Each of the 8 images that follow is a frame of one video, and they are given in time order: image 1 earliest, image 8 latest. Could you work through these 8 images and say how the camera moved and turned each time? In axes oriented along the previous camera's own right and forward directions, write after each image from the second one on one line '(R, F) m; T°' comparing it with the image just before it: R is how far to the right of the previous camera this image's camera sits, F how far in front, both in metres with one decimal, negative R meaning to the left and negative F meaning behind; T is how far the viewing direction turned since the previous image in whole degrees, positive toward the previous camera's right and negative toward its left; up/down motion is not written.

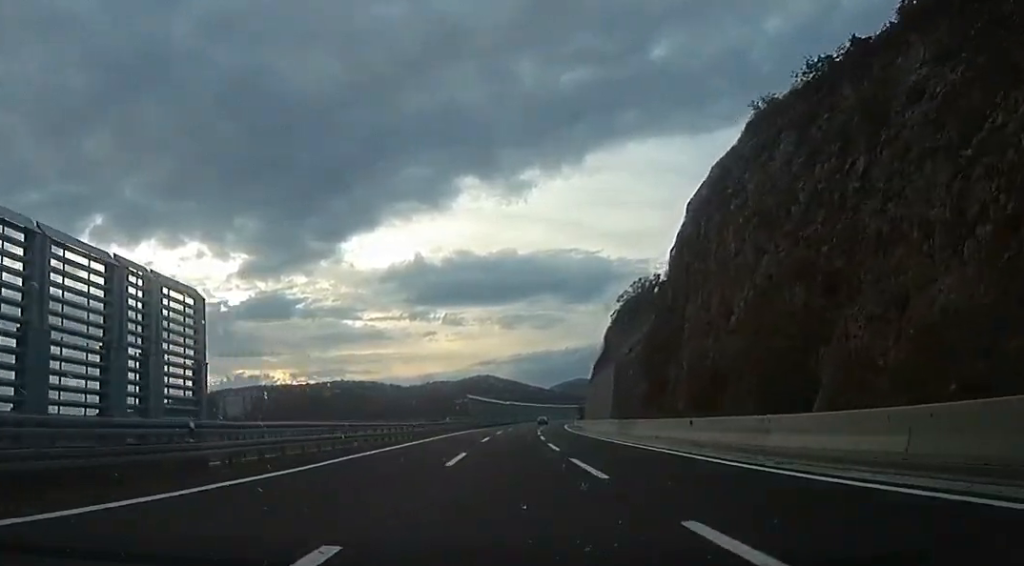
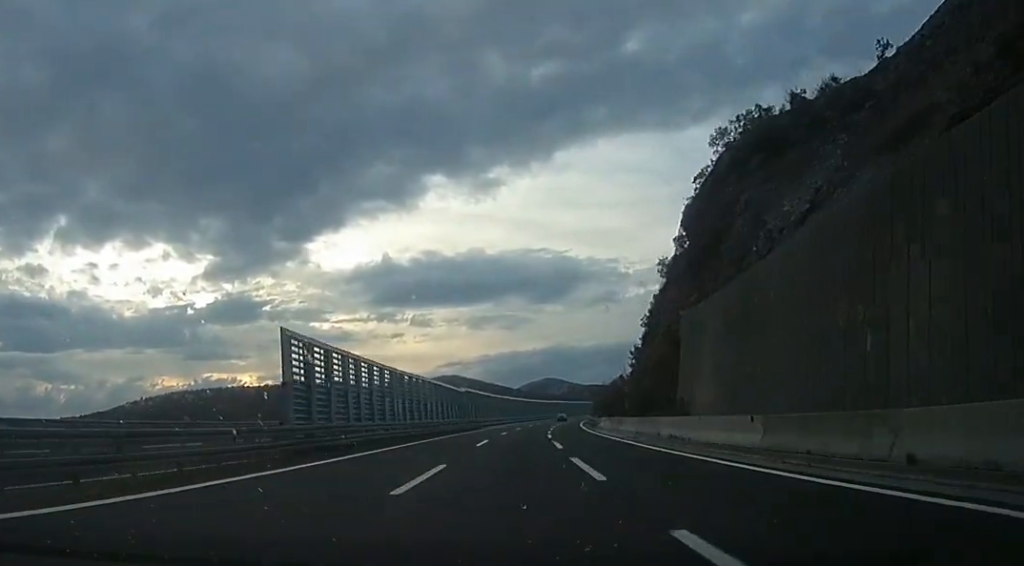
(+0.1, +60.1) m; +1°
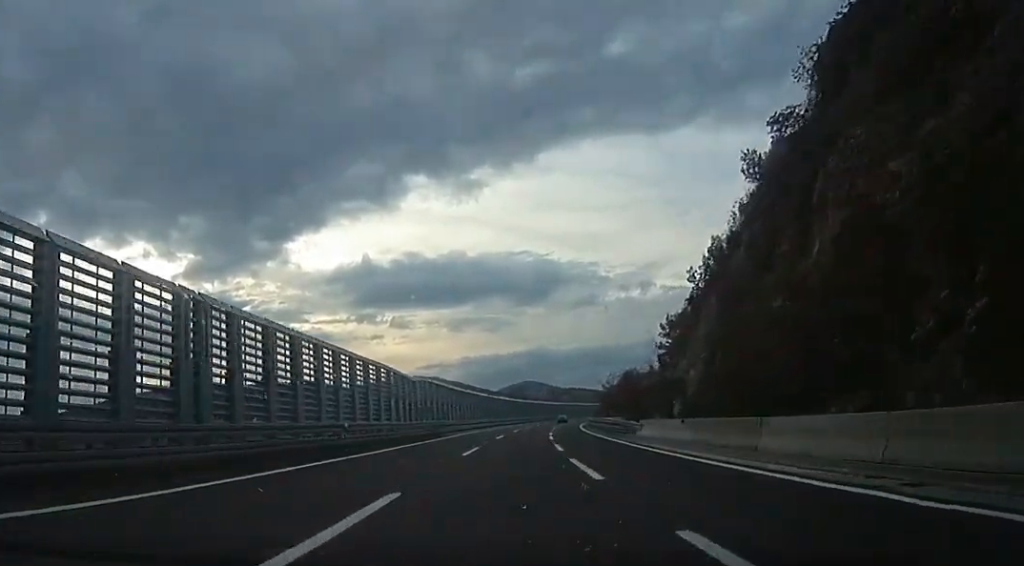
(+0.8, +24.0) m; +3°
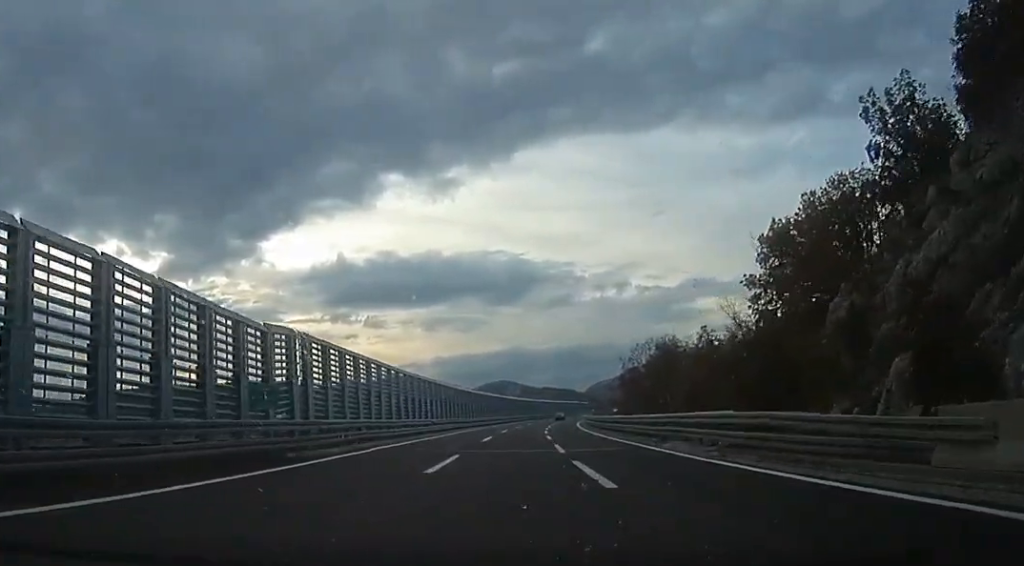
(+0.1, +26.0) m; +3°
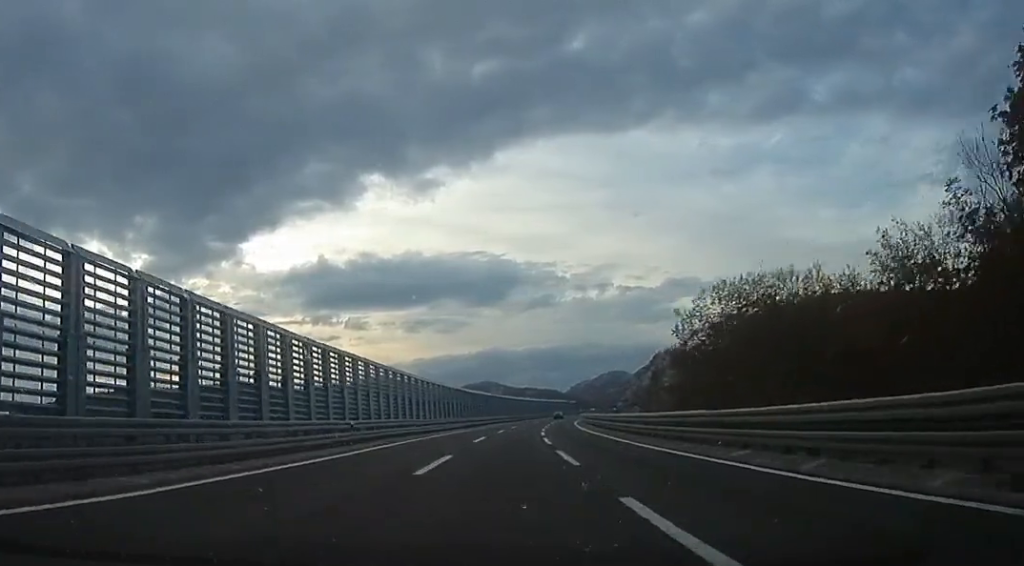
(+0.9, +19.3) m; +2°
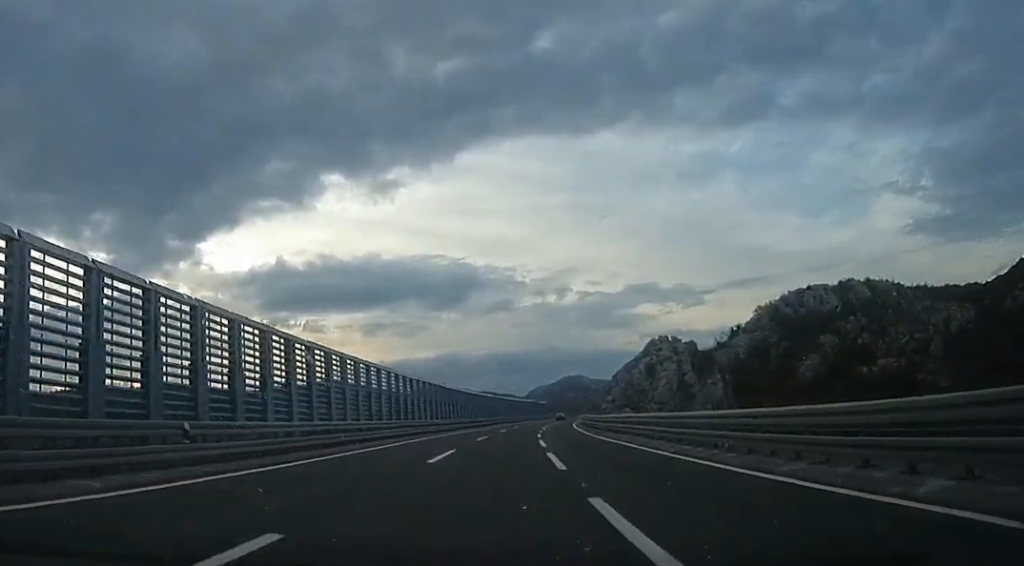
(+0.5, +48.3) m; +1°
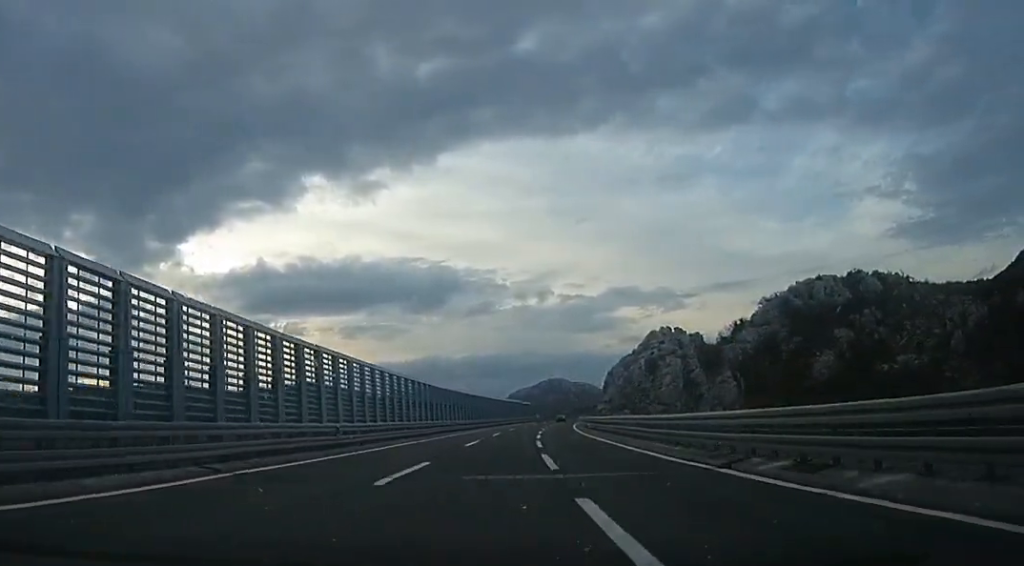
(+0.2, +23.3) m; +1°
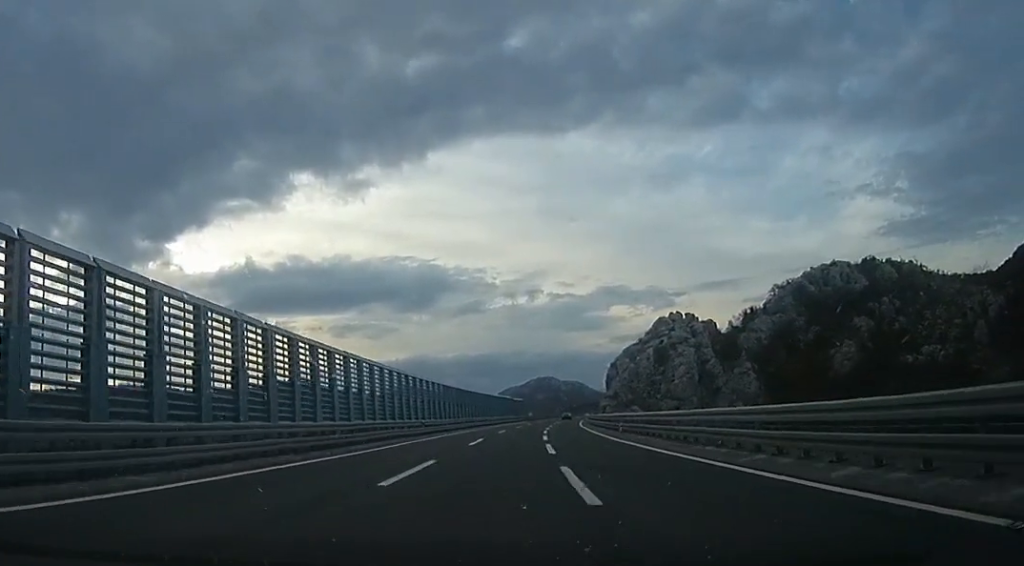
(+0.3, +18.5) m; +1°
